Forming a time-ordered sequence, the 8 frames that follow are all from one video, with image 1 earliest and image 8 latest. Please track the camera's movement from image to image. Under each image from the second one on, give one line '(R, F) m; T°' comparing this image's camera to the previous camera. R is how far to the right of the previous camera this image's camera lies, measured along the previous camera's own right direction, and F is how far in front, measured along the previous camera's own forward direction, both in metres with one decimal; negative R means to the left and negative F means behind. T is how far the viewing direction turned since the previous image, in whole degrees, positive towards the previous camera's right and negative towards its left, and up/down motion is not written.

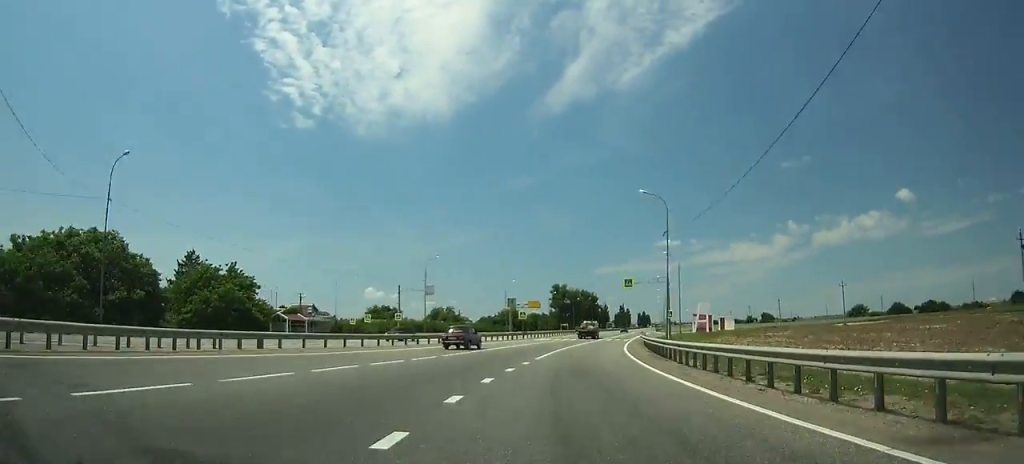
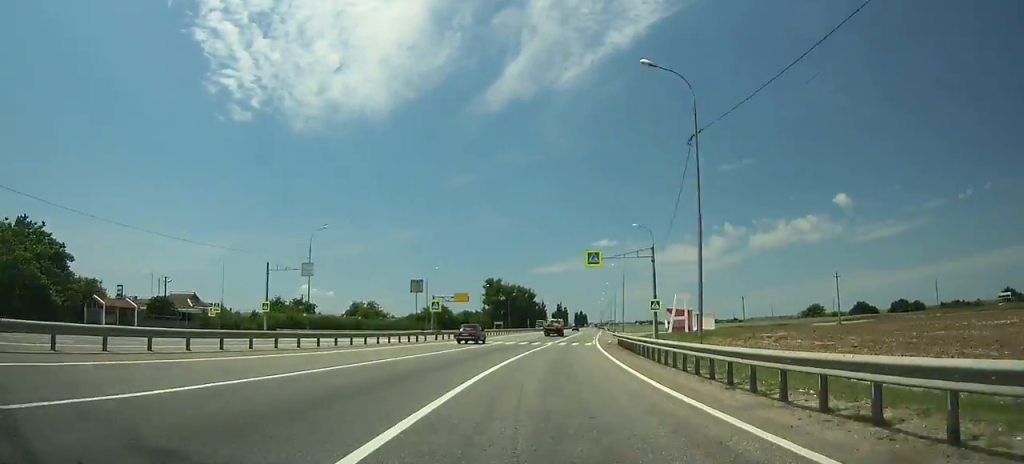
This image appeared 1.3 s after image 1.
(+0.2, +23.1) m; +5°
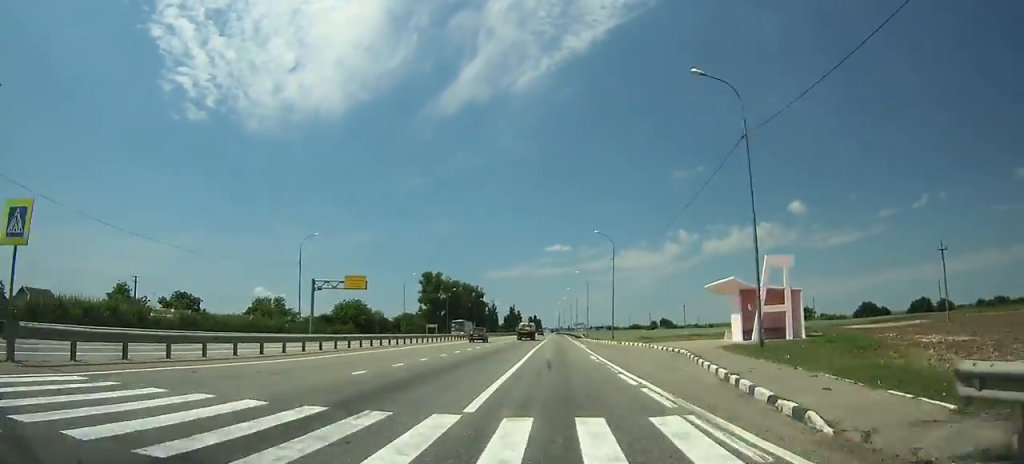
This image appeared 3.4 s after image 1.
(+3.4, +39.0) m; +5°
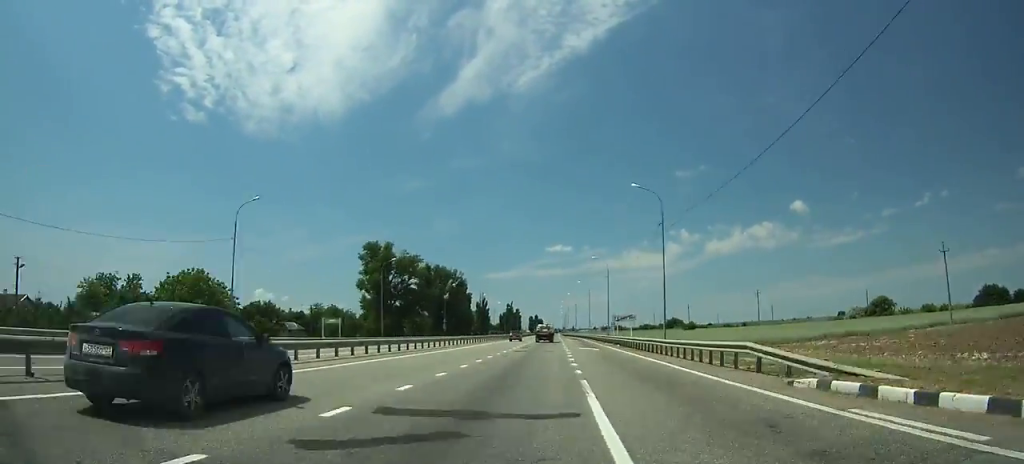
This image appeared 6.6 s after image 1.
(+2.5, +62.1) m; +3°
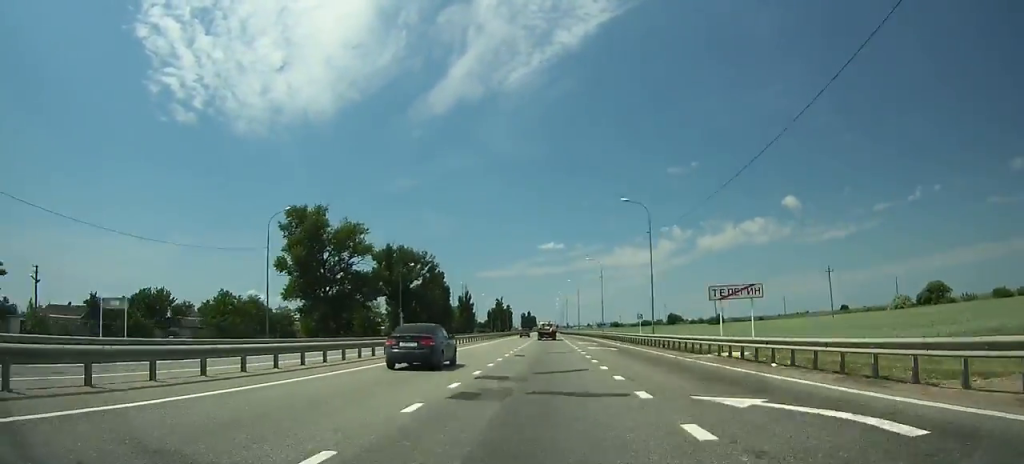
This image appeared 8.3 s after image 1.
(+0.1, +34.3) m; +1°
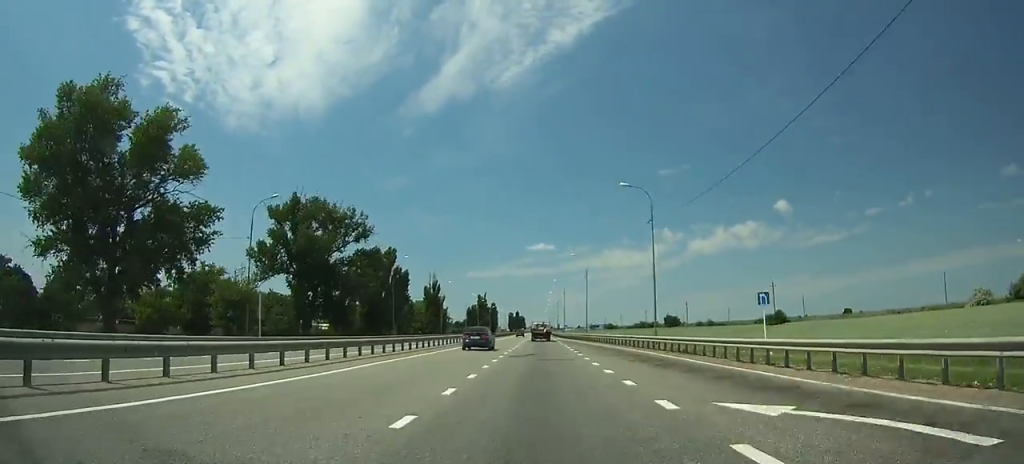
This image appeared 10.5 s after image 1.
(+0.2, +45.4) m; +1°
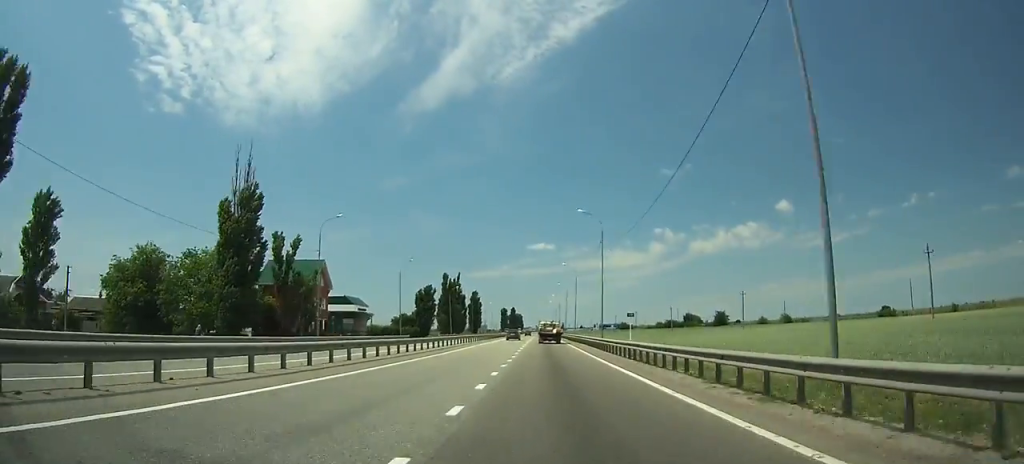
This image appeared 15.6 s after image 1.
(+0.7, +110.1) m; +1°
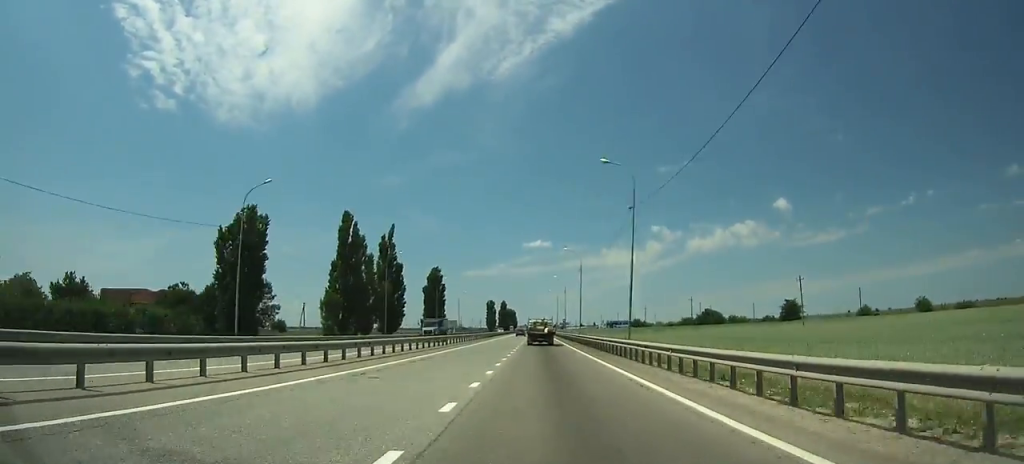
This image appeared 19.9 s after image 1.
(+0.2, +95.0) m; 0°
